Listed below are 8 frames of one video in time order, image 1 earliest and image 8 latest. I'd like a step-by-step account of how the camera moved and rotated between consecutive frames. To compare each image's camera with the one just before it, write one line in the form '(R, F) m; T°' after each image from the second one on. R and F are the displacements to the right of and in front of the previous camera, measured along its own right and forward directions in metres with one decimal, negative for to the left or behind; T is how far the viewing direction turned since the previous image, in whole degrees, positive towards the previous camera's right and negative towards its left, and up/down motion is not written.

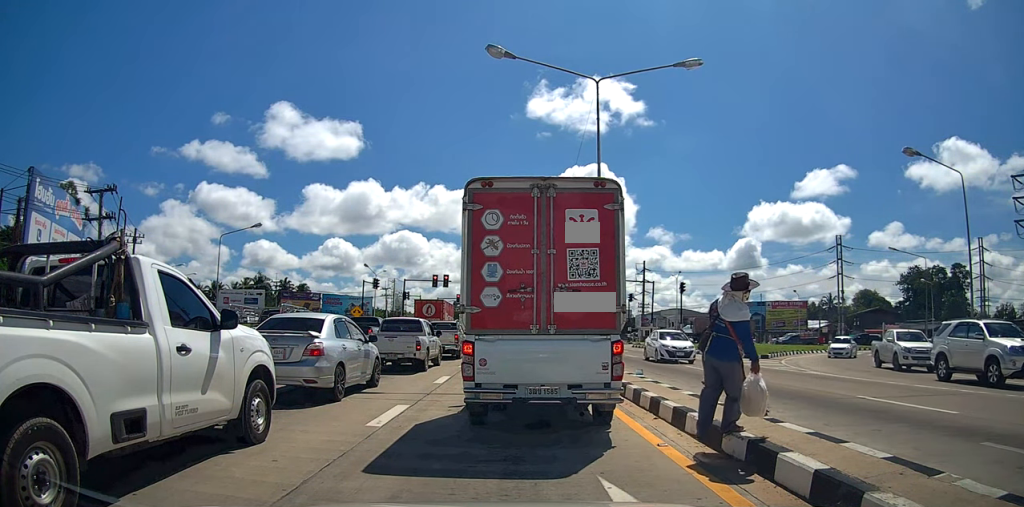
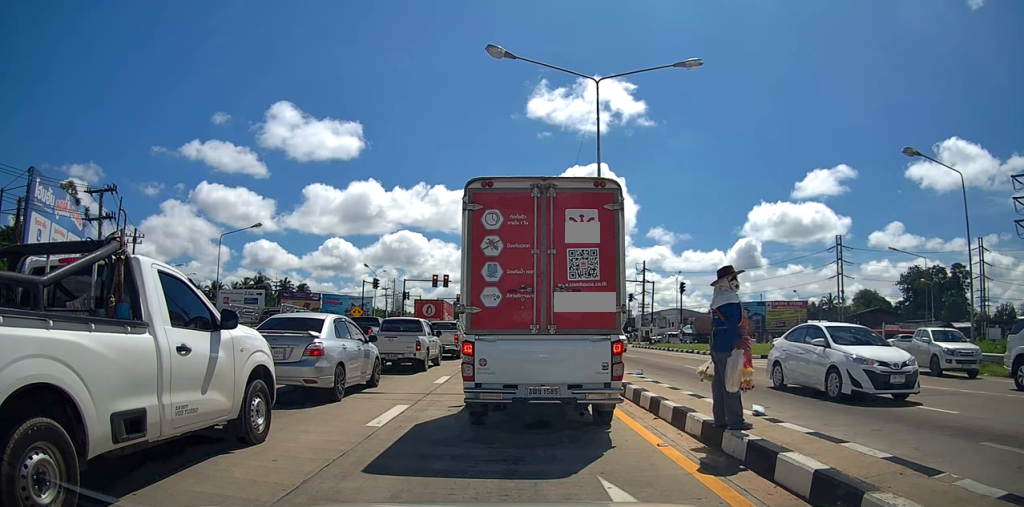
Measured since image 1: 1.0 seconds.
(0.0, 0.0) m; 0°
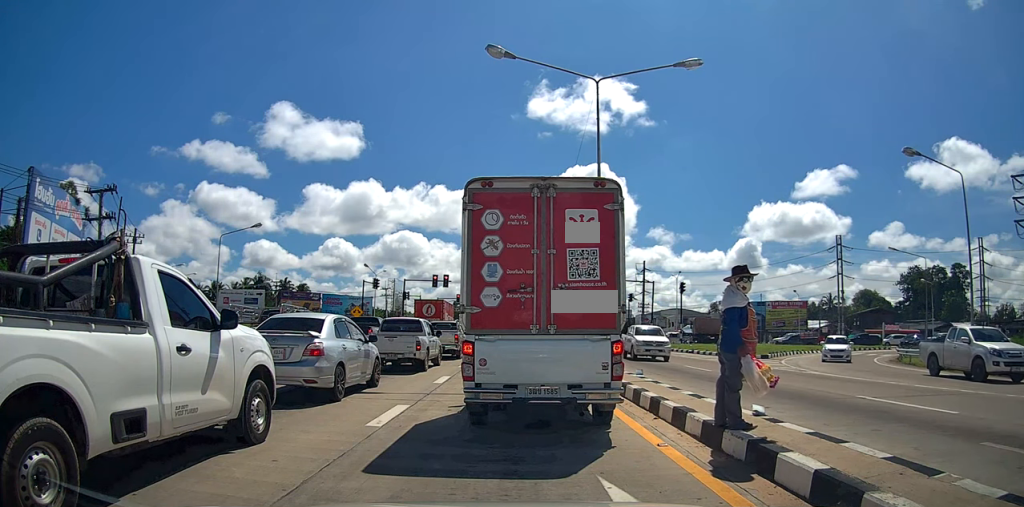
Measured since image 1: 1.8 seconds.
(0.0, 0.0) m; 0°
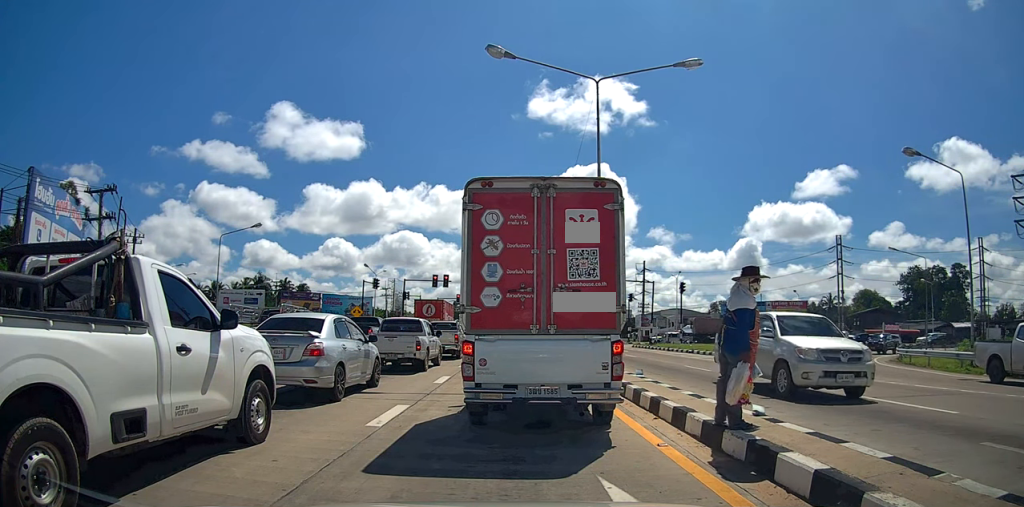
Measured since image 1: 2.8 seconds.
(0.0, 0.0) m; 0°
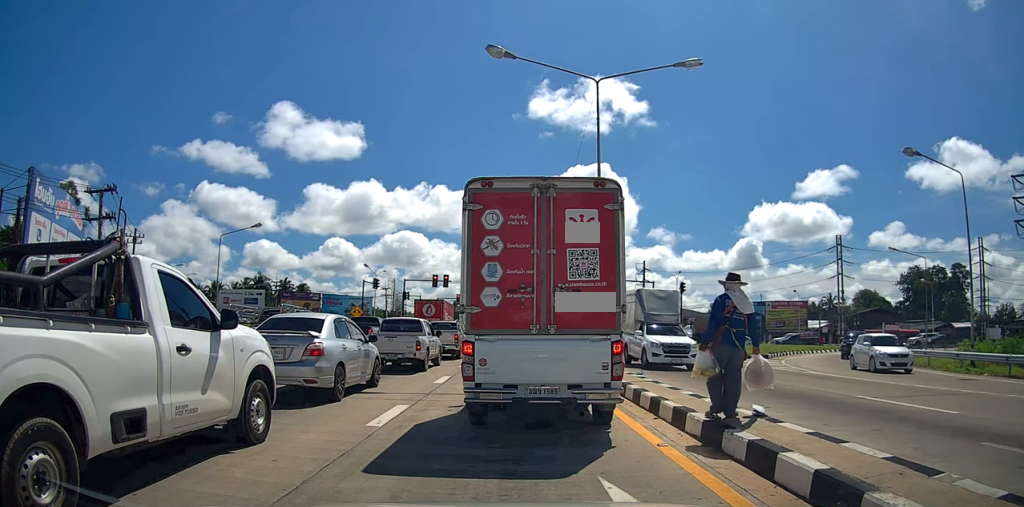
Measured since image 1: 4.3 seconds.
(0.0, 0.0) m; 0°
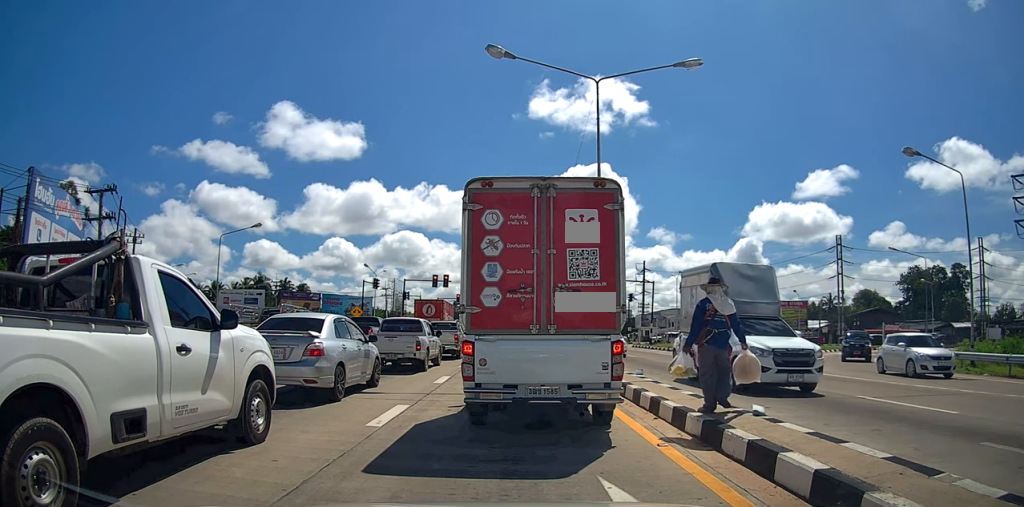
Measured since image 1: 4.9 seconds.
(0.0, 0.0) m; 0°
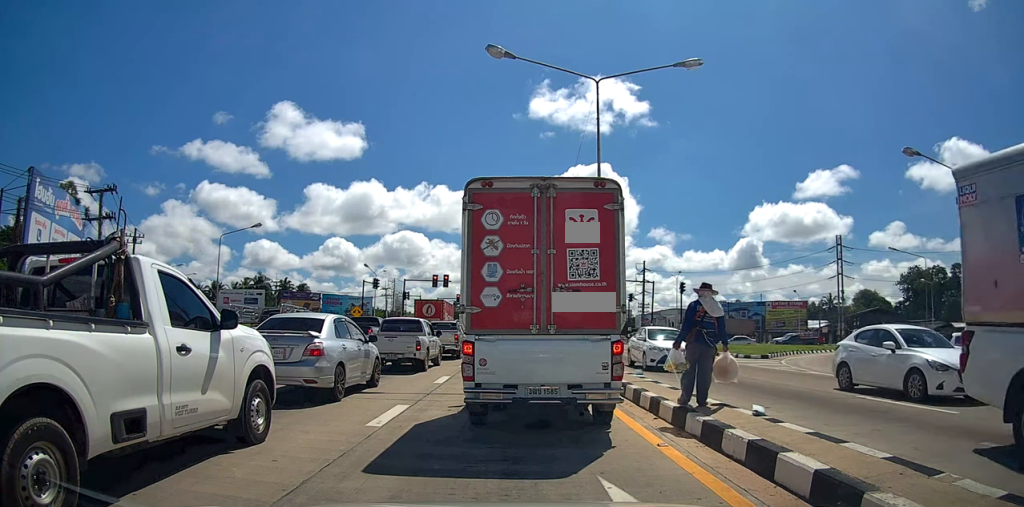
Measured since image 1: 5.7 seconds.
(0.0, 0.0) m; 0°
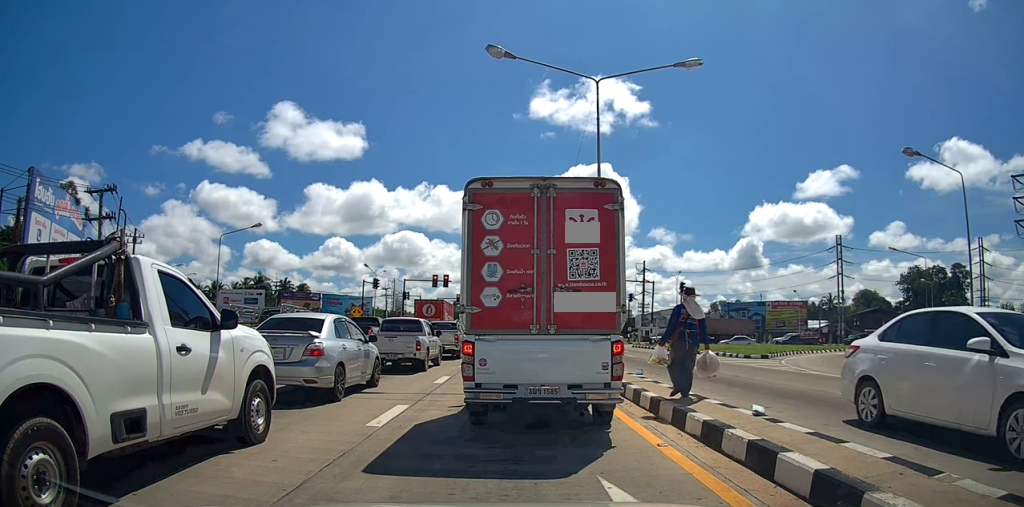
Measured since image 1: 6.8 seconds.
(0.0, 0.0) m; 0°
